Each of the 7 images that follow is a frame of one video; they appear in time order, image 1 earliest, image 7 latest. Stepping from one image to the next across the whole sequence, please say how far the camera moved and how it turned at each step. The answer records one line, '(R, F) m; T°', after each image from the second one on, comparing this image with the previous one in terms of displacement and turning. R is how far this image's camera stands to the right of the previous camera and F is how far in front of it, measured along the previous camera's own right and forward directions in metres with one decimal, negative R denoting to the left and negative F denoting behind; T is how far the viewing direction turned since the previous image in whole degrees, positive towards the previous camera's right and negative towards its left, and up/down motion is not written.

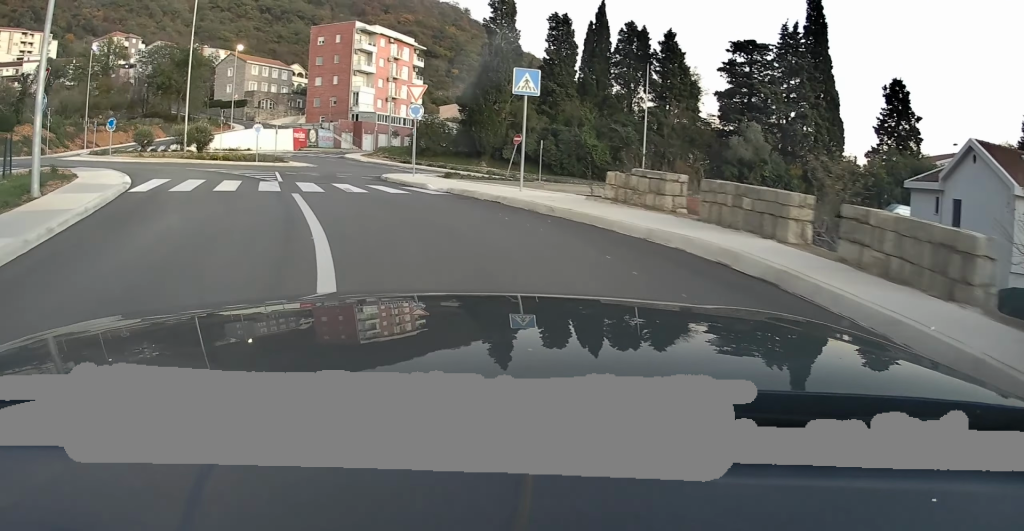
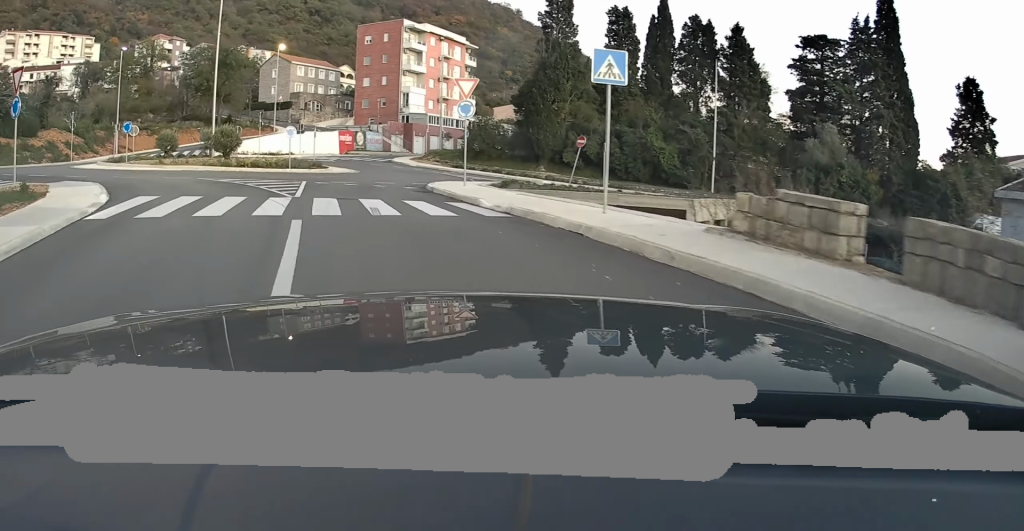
(-0.3, +3.8) m; -6°
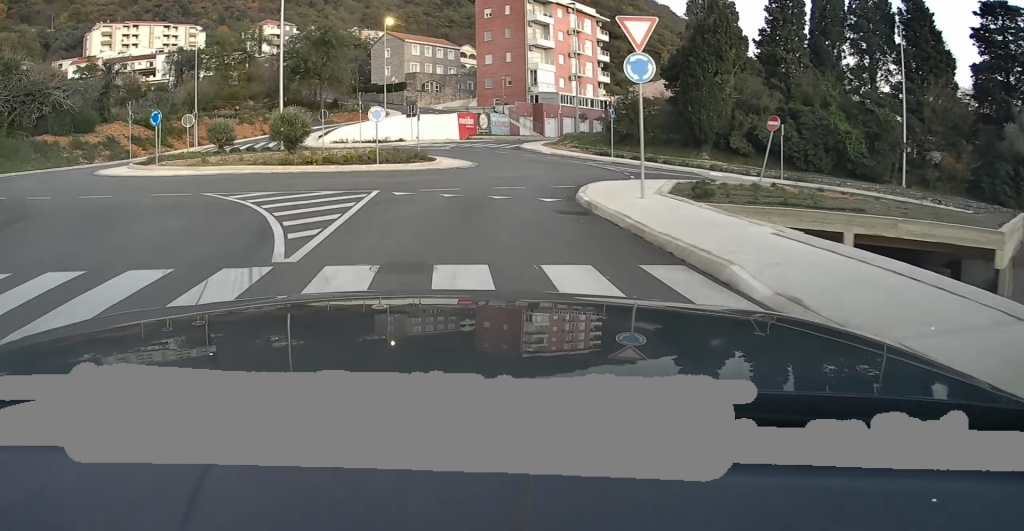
(-1.2, +9.0) m; -10°
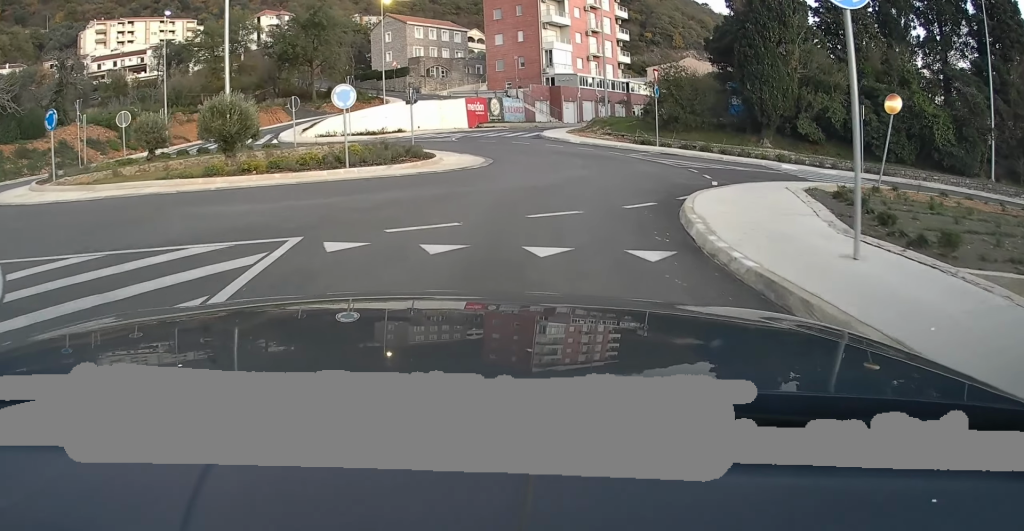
(-0.1, +7.8) m; -4°
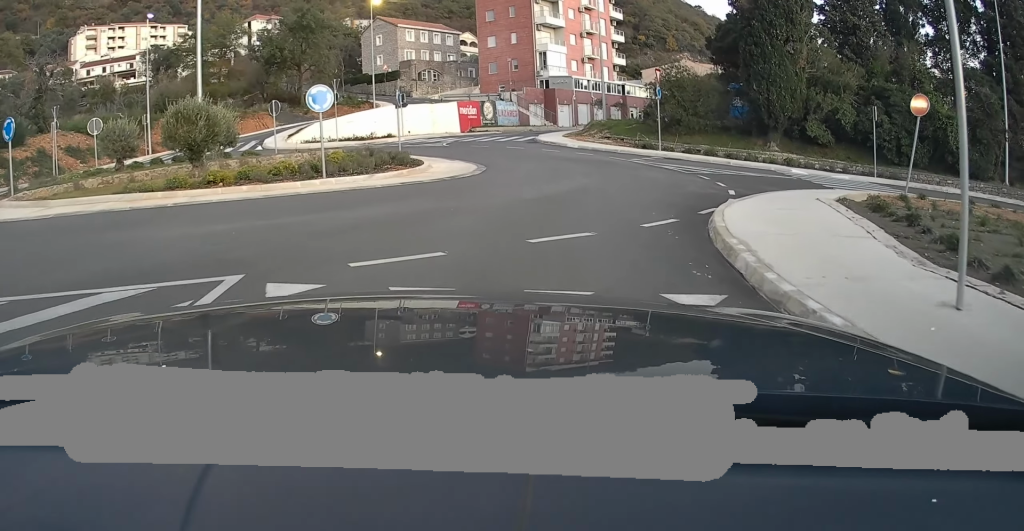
(-0.2, +2.1) m; -2°
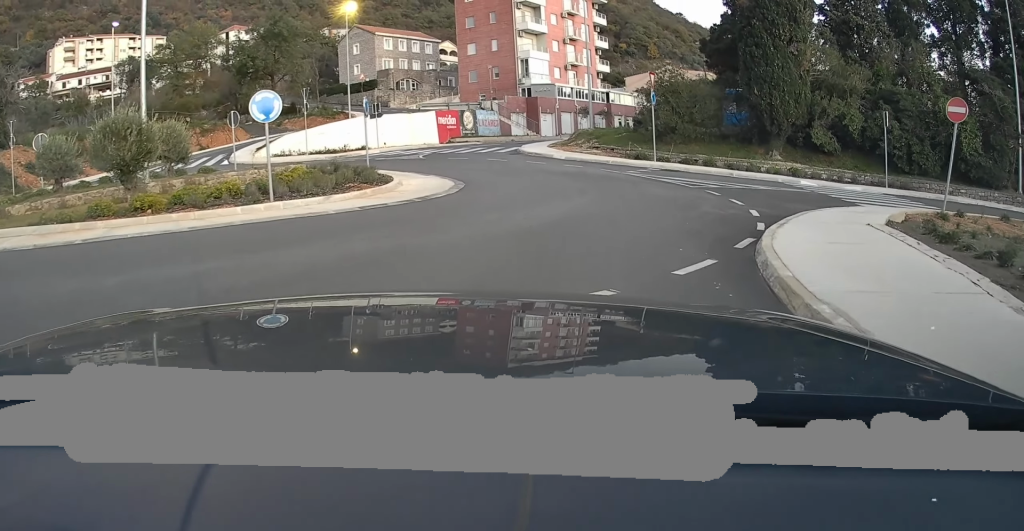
(-0.1, +3.6) m; +2°
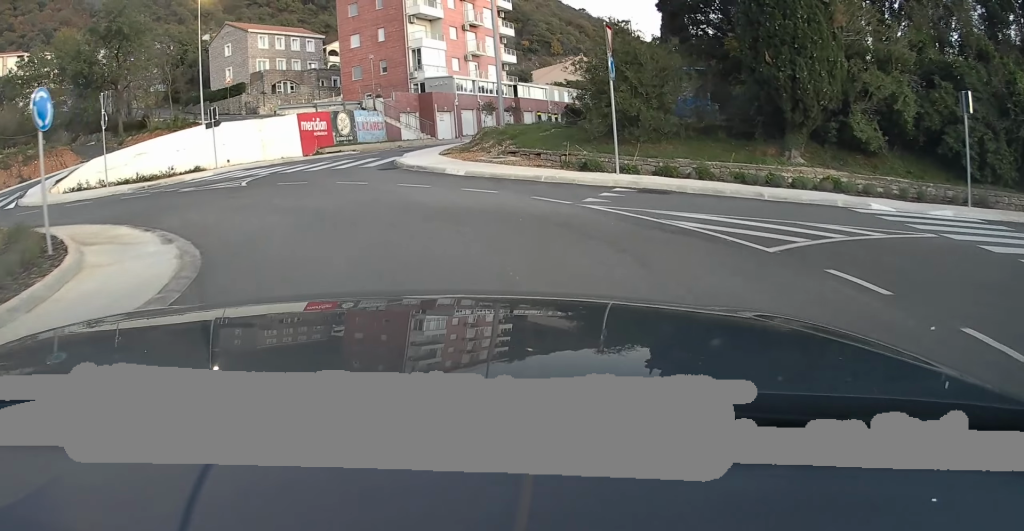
(+1.3, +8.4) m; +7°
